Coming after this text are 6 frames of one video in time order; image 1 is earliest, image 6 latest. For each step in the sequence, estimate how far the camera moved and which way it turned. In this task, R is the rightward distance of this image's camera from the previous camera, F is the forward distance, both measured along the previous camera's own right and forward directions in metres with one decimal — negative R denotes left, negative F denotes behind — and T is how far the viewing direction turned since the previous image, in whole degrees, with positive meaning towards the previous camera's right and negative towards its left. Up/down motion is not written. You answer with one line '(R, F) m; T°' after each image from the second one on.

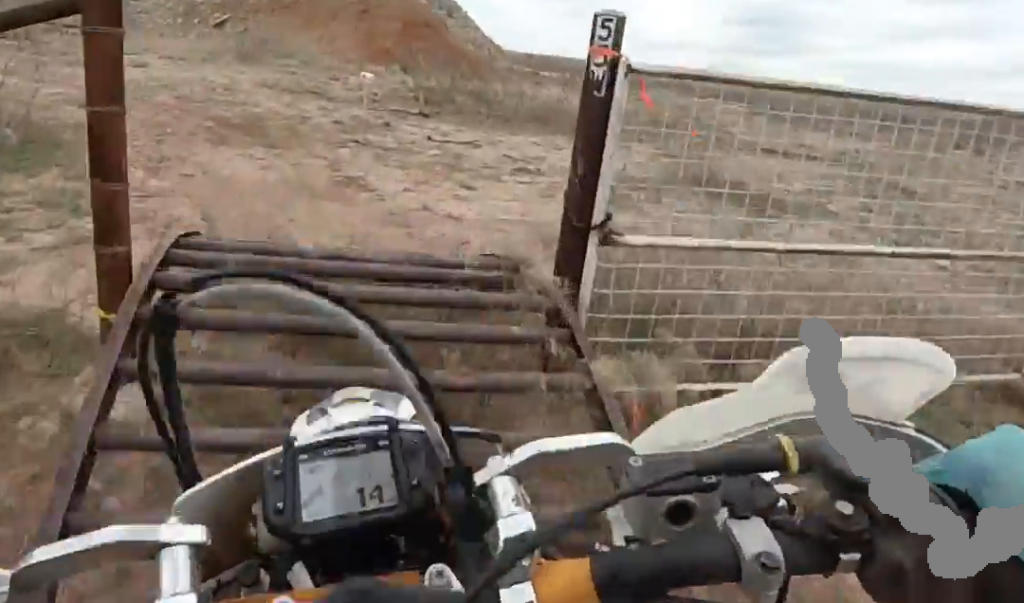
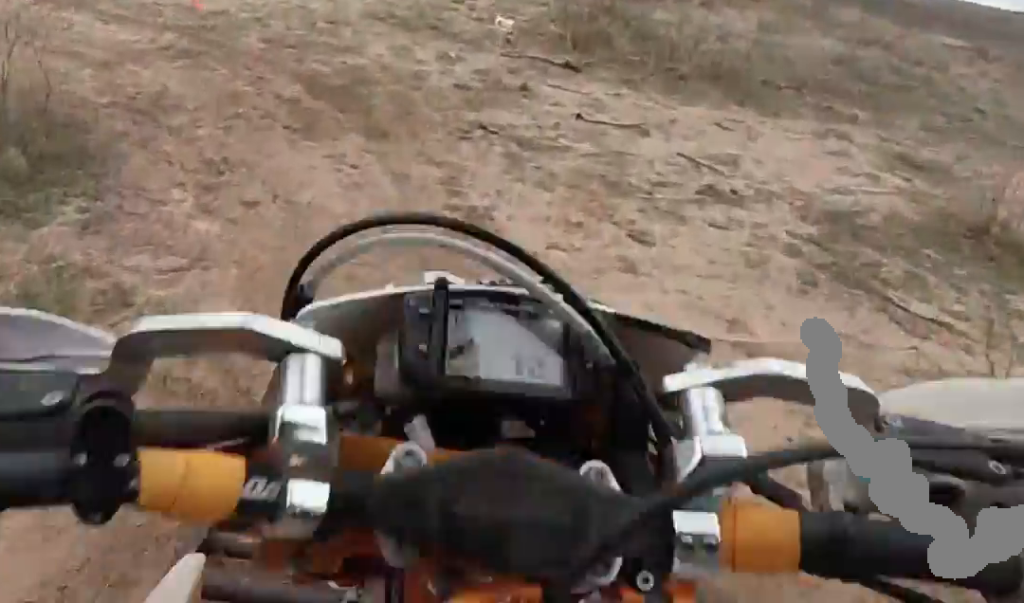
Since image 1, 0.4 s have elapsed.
(-0.1, +3.0) m; -2°
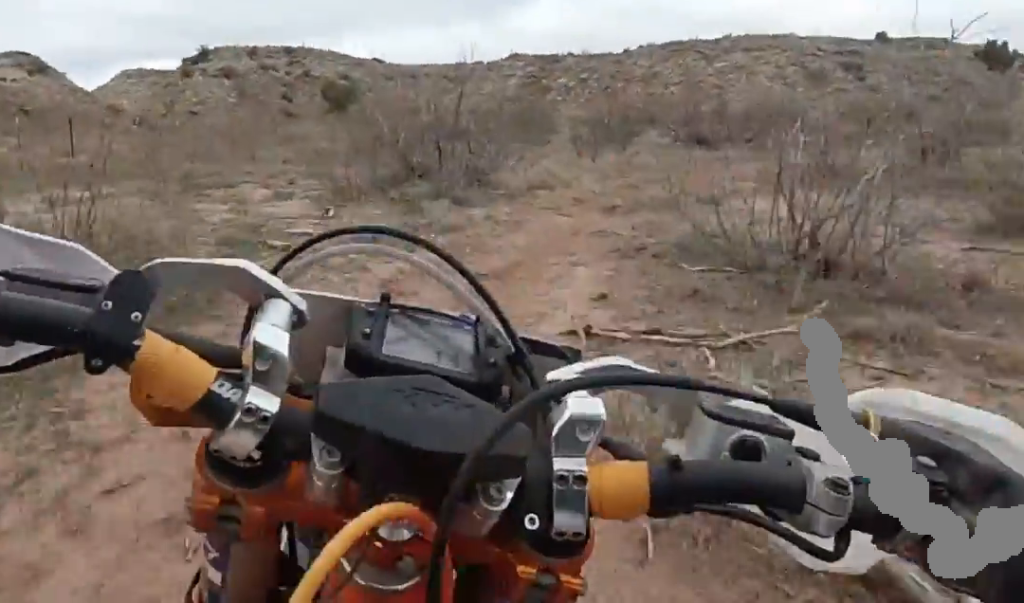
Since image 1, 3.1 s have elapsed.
(0.0, +19.6) m; 0°
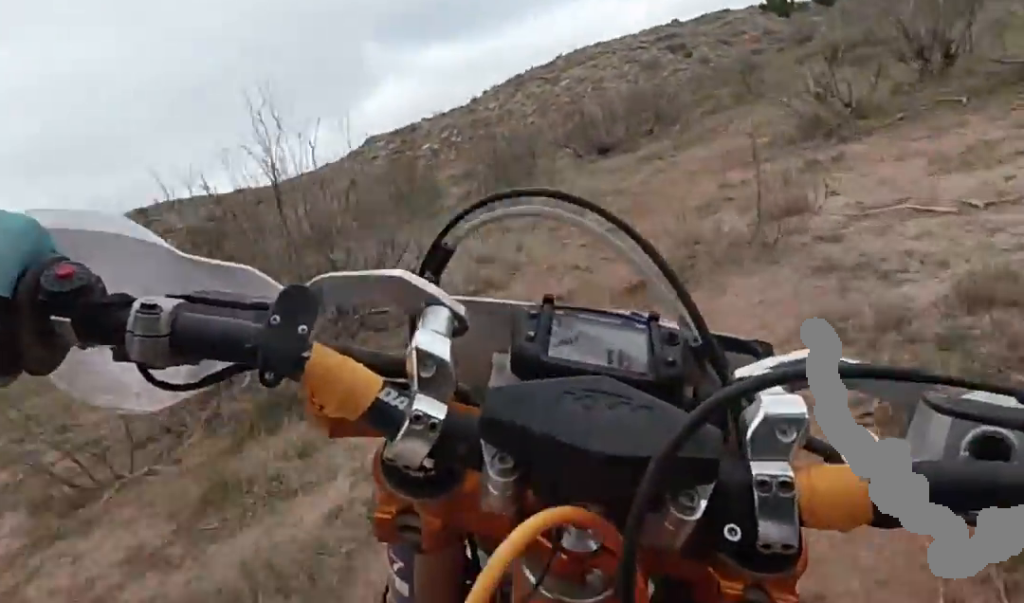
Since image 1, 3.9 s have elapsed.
(0.0, +5.7) m; 0°
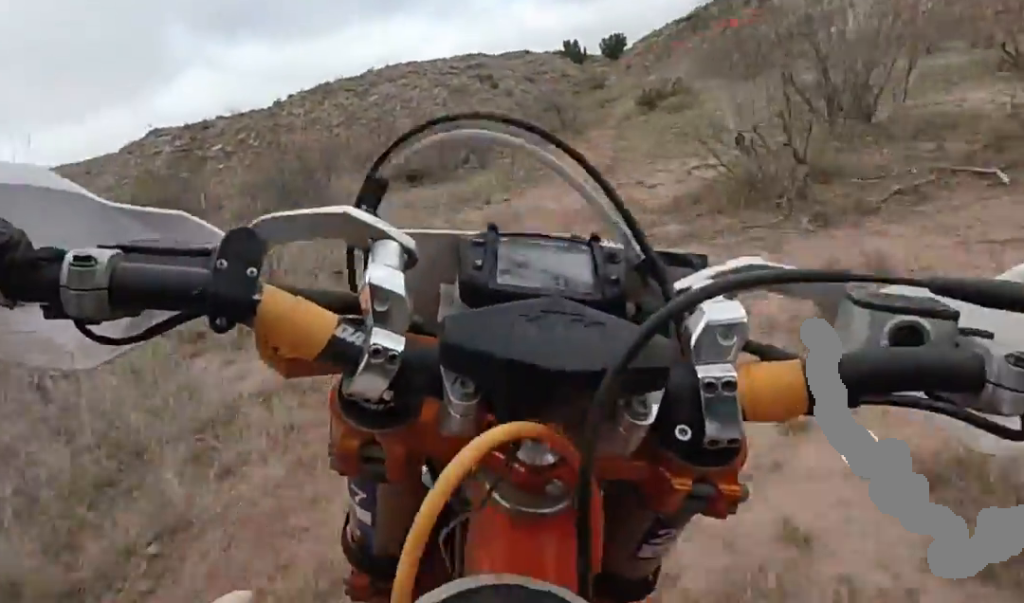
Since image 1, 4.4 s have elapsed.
(0.0, +4.3) m; 0°
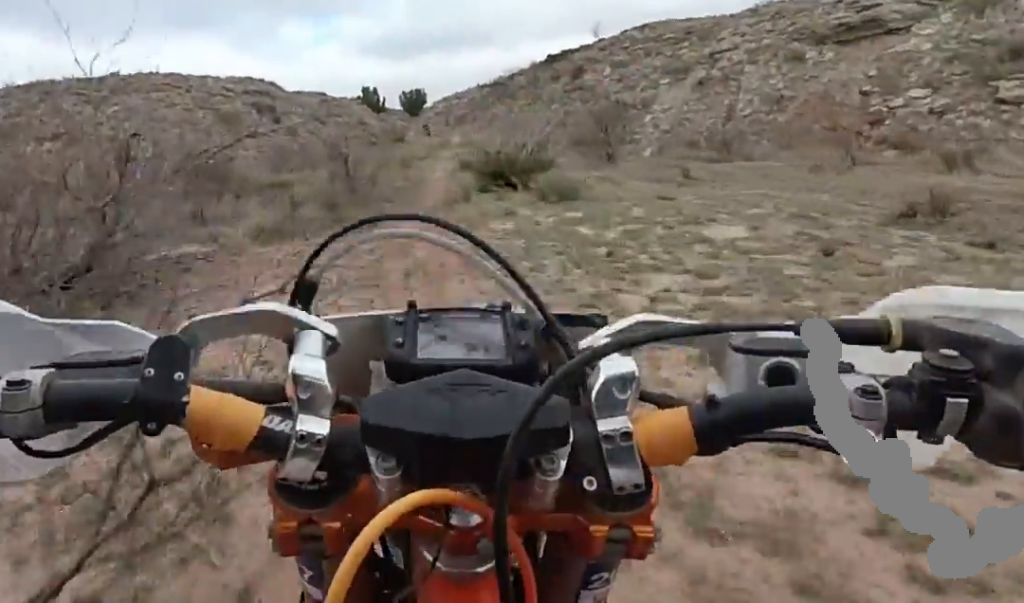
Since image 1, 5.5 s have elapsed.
(0.0, +9.5) m; 0°
